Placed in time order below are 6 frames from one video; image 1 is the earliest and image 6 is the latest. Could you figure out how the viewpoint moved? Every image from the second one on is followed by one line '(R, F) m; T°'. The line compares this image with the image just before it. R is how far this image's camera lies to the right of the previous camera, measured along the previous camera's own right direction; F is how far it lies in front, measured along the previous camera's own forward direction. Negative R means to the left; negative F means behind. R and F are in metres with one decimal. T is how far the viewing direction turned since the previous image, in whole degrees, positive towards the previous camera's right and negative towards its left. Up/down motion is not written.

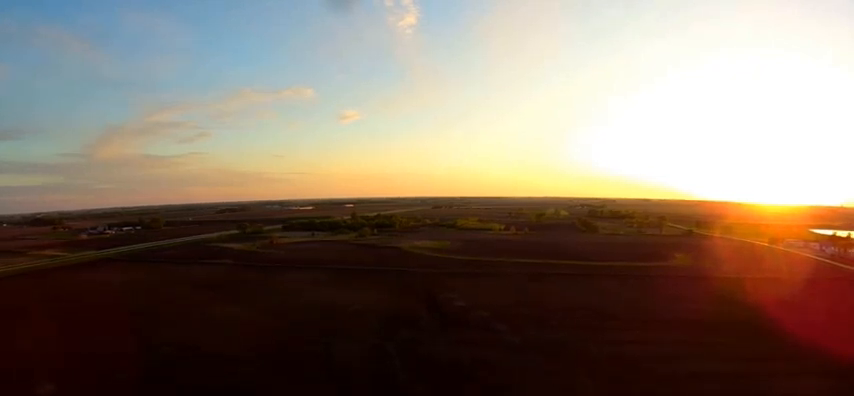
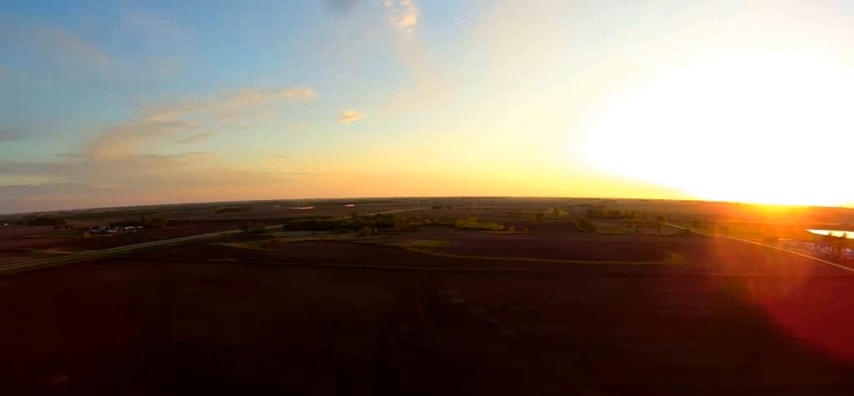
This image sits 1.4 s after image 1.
(0.0, +8.1) m; 0°
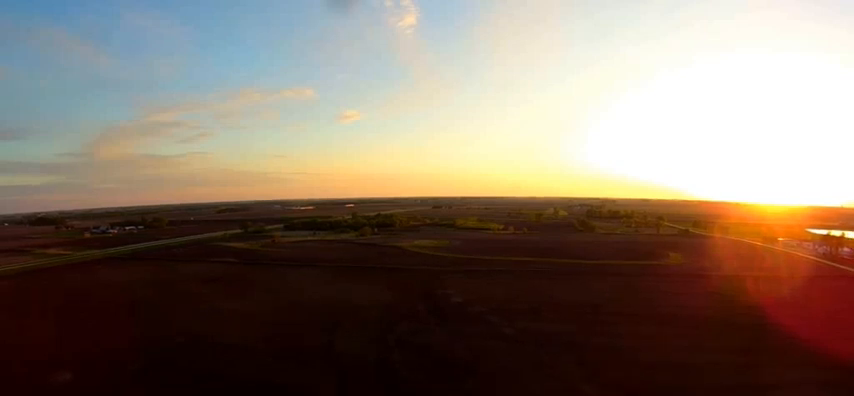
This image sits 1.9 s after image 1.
(0.0, +2.9) m; 0°
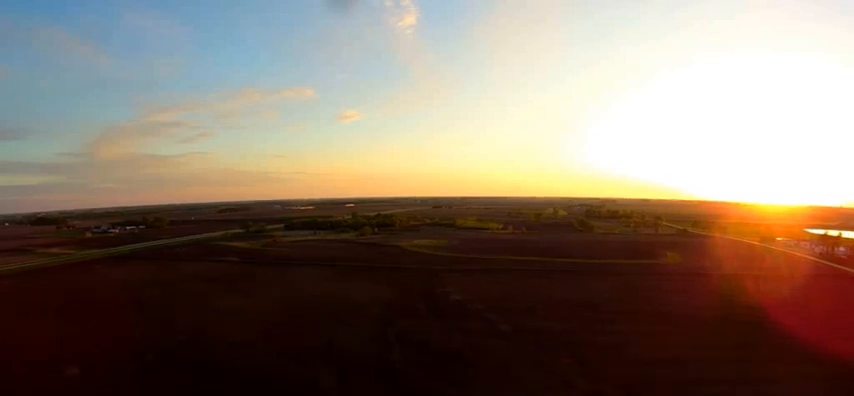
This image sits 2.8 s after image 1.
(0.0, +4.9) m; 0°
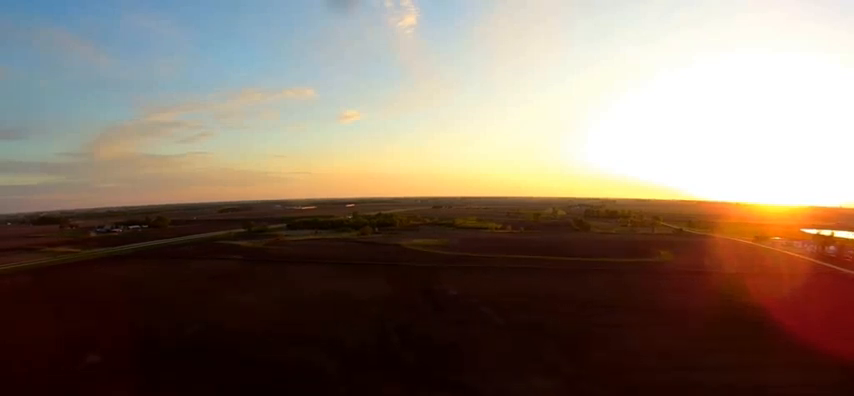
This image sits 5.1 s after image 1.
(+0.1, +13.6) m; 0°
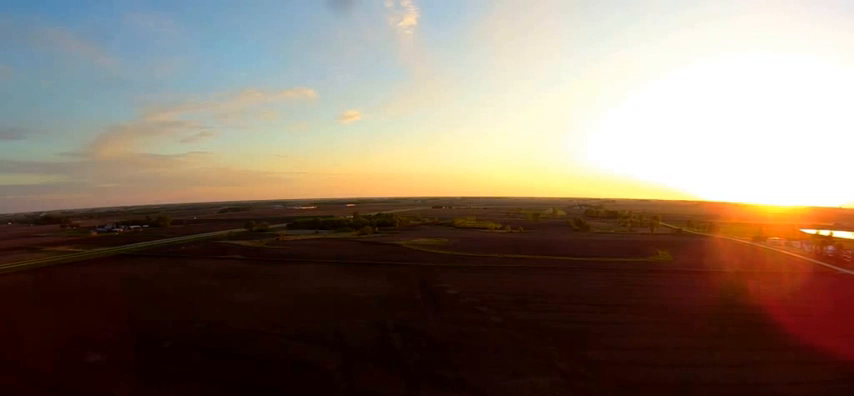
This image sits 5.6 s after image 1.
(0.0, +2.5) m; 0°
